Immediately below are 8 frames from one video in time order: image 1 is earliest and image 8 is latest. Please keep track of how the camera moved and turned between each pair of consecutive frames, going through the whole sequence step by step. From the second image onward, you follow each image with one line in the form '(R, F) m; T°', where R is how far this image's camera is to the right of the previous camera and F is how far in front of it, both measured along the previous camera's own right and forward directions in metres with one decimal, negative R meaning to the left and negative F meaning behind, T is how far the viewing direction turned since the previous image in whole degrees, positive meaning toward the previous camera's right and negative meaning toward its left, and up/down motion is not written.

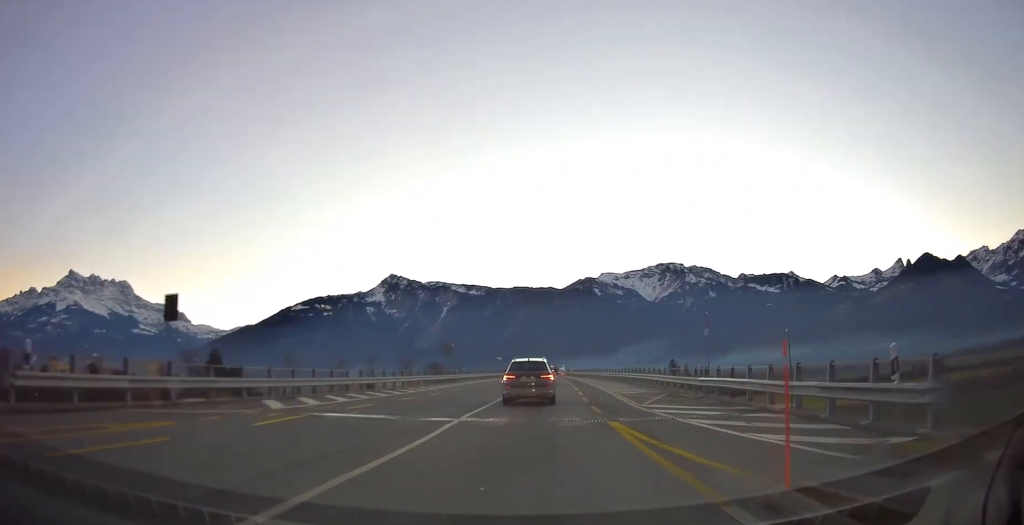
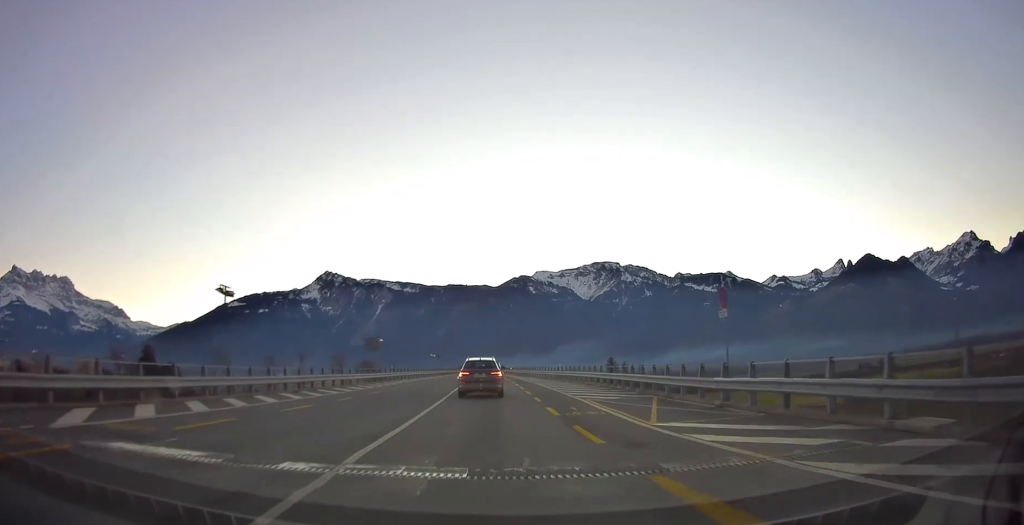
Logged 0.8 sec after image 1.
(+0.8, +6.6) m; +10°
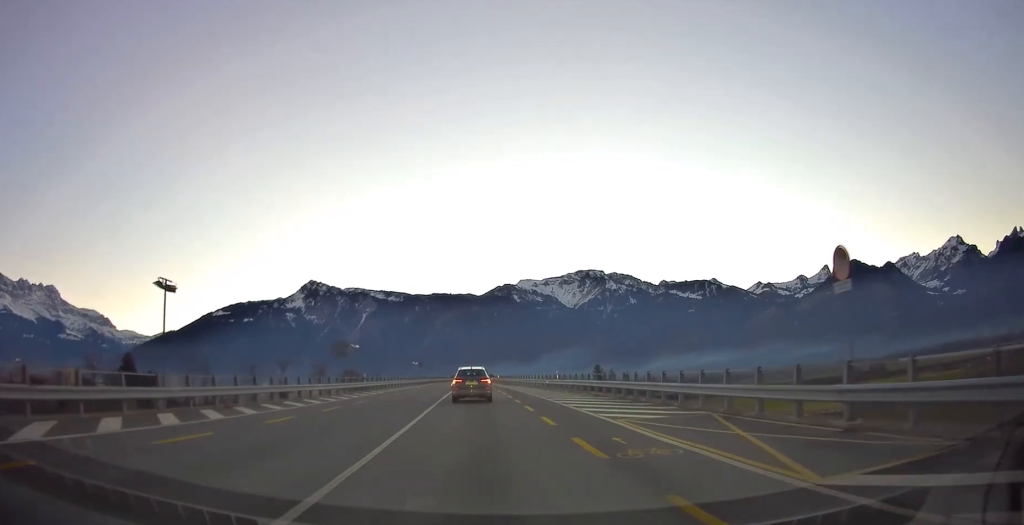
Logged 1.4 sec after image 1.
(+0.3, +5.5) m; +5°
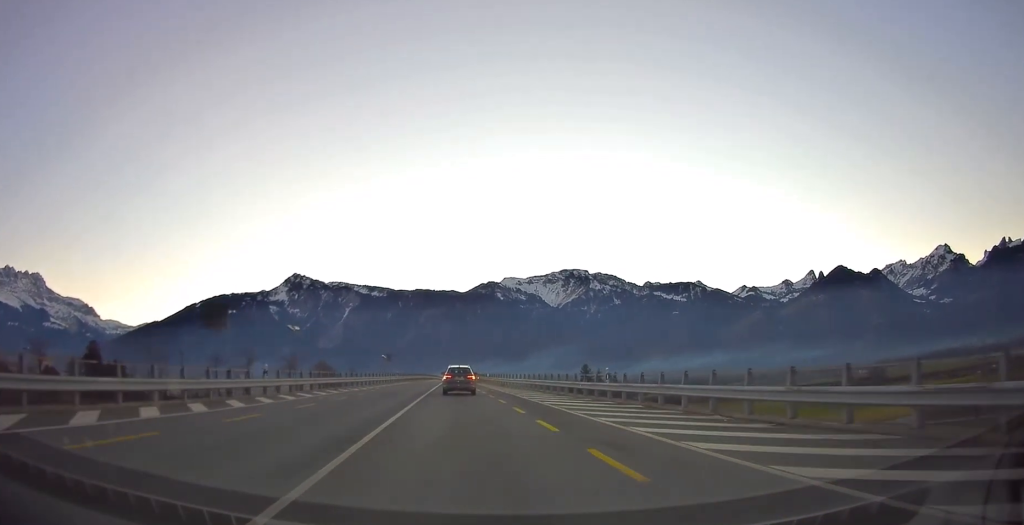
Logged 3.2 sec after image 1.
(+1.0, +17.2) m; +6°
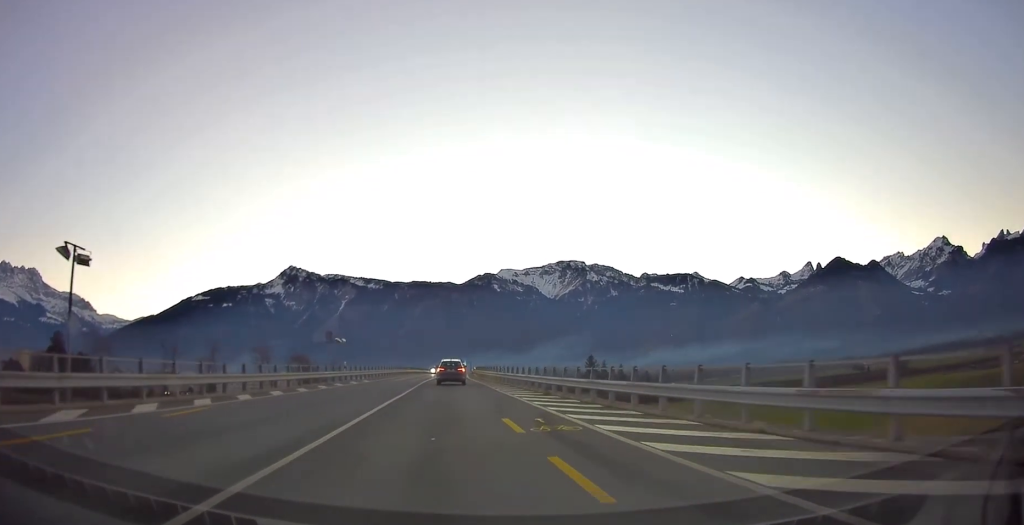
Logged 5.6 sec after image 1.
(+0.1, +29.6) m; -1°
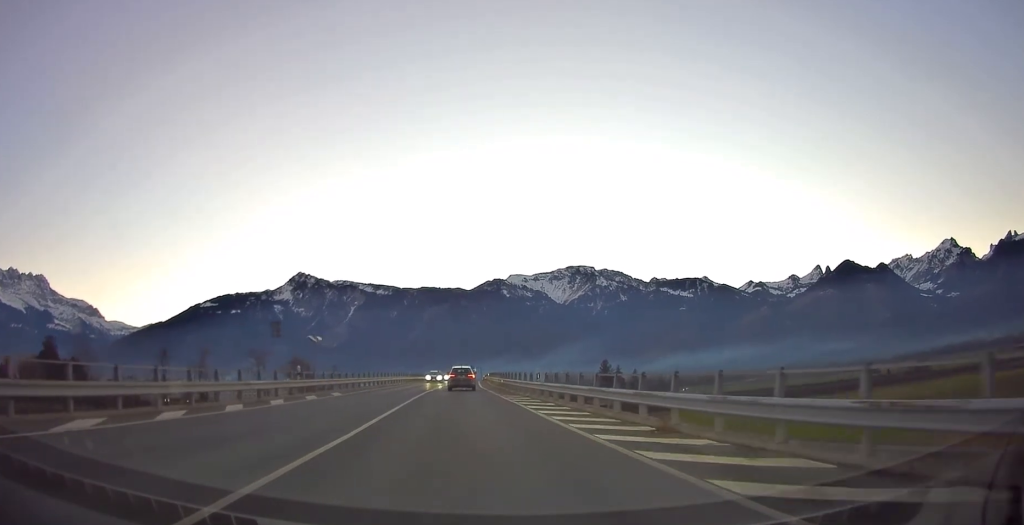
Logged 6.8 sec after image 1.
(+0.2, +14.1) m; +1°
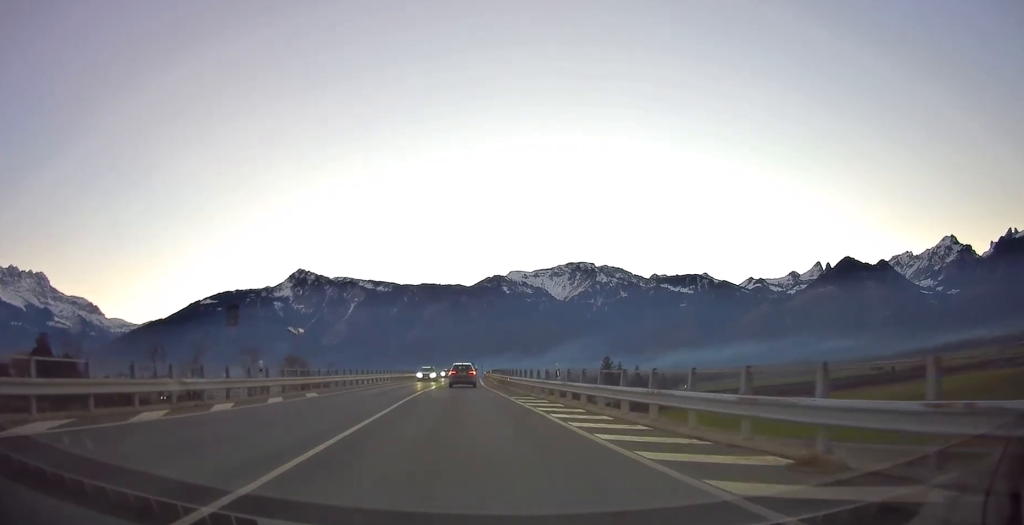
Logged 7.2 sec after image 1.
(+0.2, +5.0) m; 0°
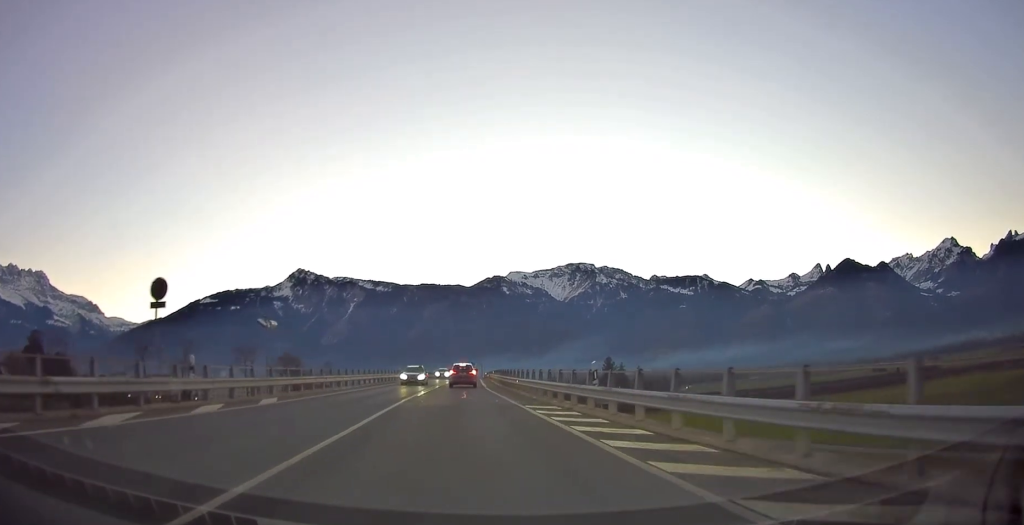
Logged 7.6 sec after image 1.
(-0.1, +5.9) m; 0°
